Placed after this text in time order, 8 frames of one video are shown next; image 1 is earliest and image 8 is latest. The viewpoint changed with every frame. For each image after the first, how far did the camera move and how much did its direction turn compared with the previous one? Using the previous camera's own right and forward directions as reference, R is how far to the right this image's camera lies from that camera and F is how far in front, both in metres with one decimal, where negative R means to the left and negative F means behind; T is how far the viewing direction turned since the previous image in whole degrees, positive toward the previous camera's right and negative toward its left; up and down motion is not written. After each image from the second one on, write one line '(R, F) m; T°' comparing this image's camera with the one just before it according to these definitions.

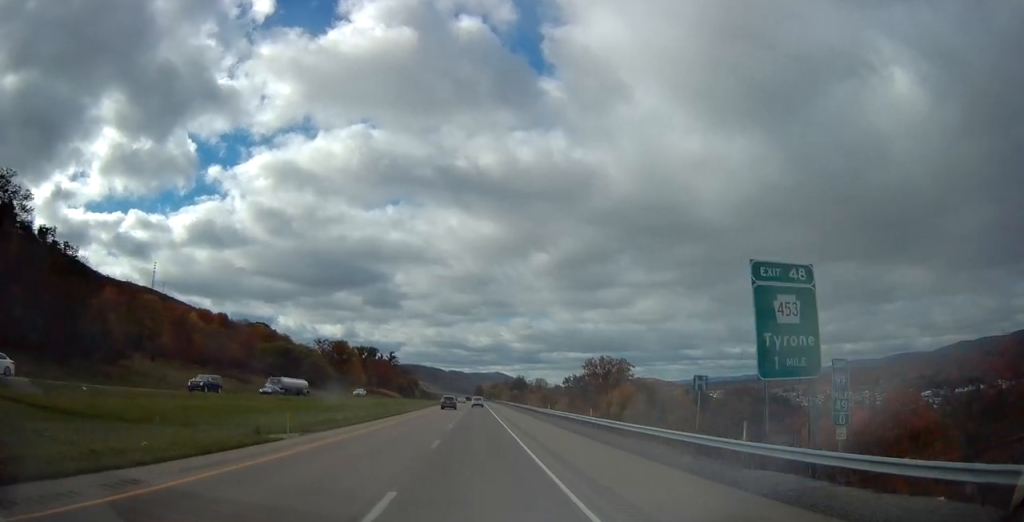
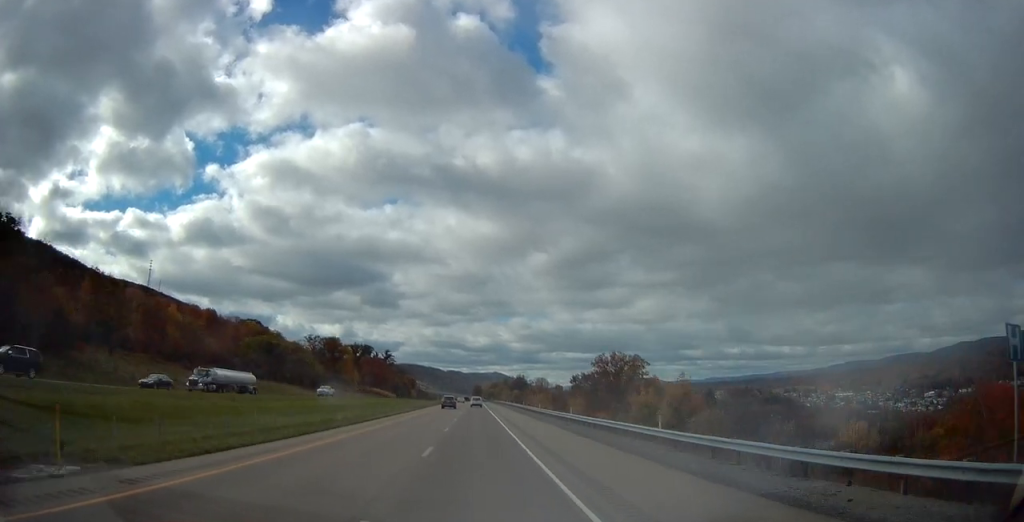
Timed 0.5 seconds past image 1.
(0.0, +14.9) m; 0°
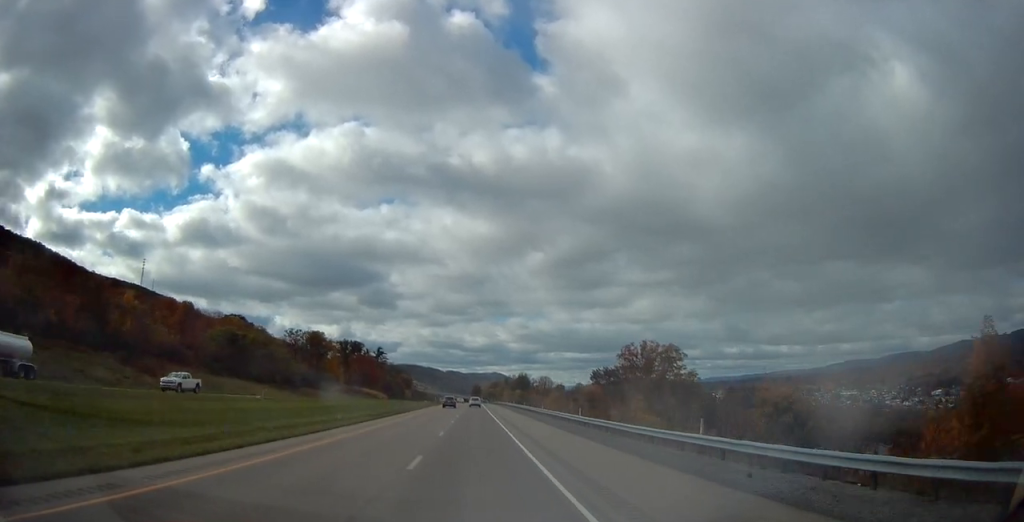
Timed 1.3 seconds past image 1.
(+0.1, +27.7) m; 0°
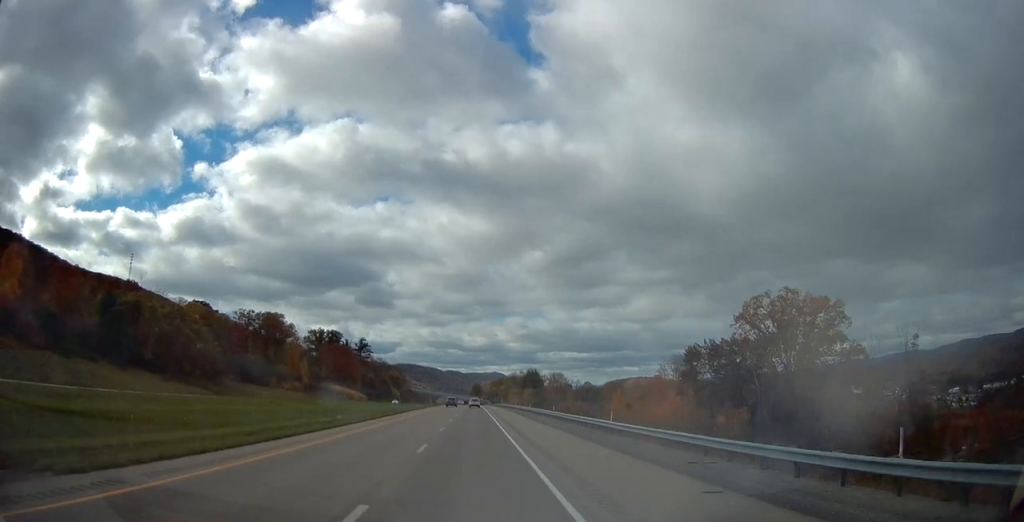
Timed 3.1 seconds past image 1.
(+0.1, +56.5) m; 0°
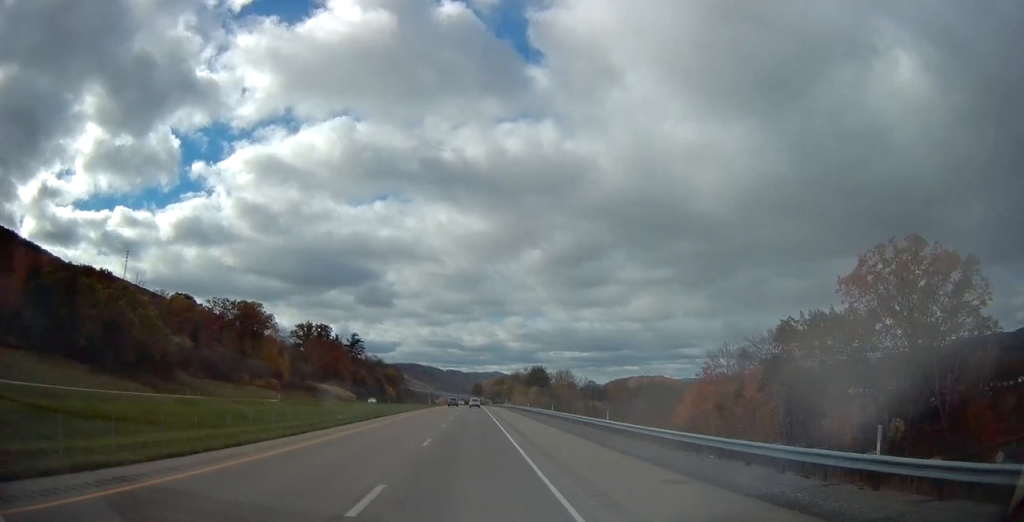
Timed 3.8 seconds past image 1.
(+0.1, +22.3) m; 0°
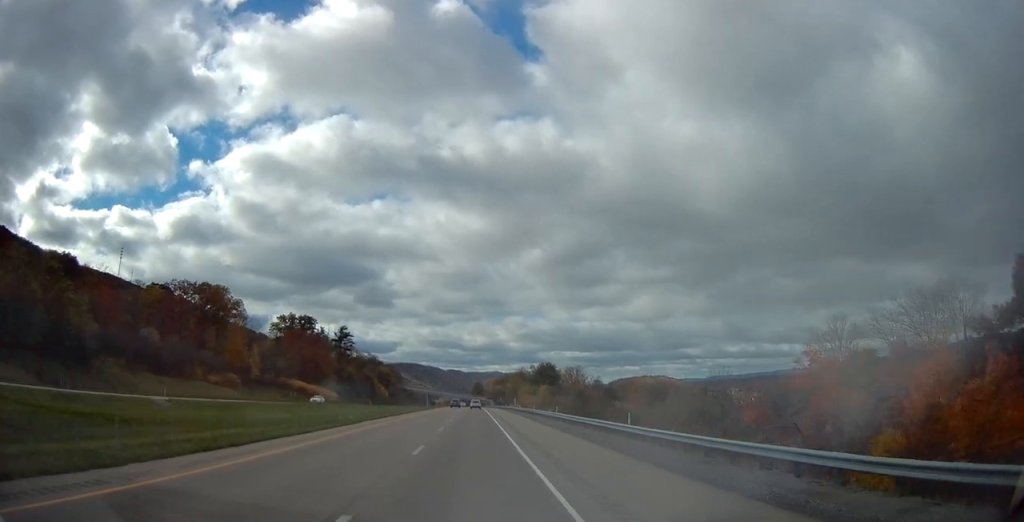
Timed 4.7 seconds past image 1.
(-0.2, +27.5) m; 0°
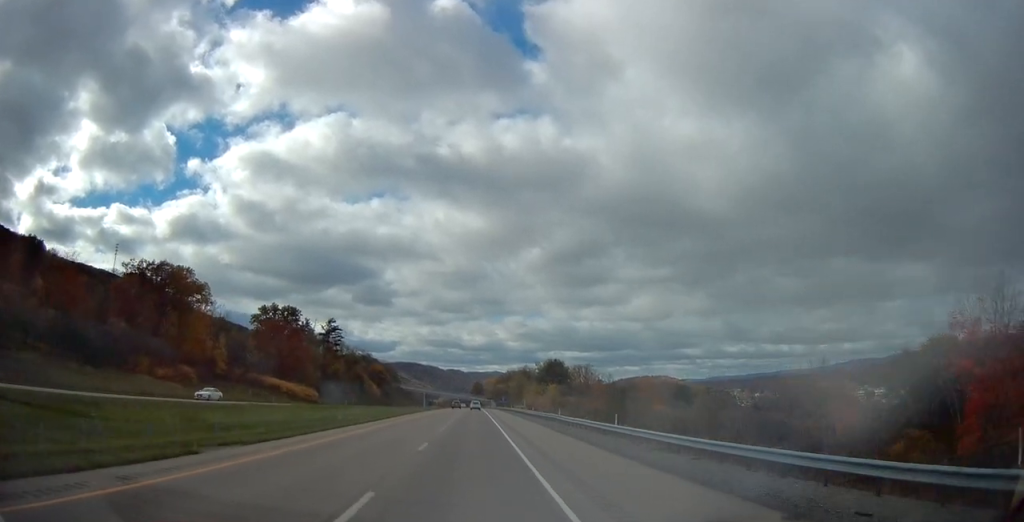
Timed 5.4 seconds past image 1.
(-0.1, +22.2) m; 0°
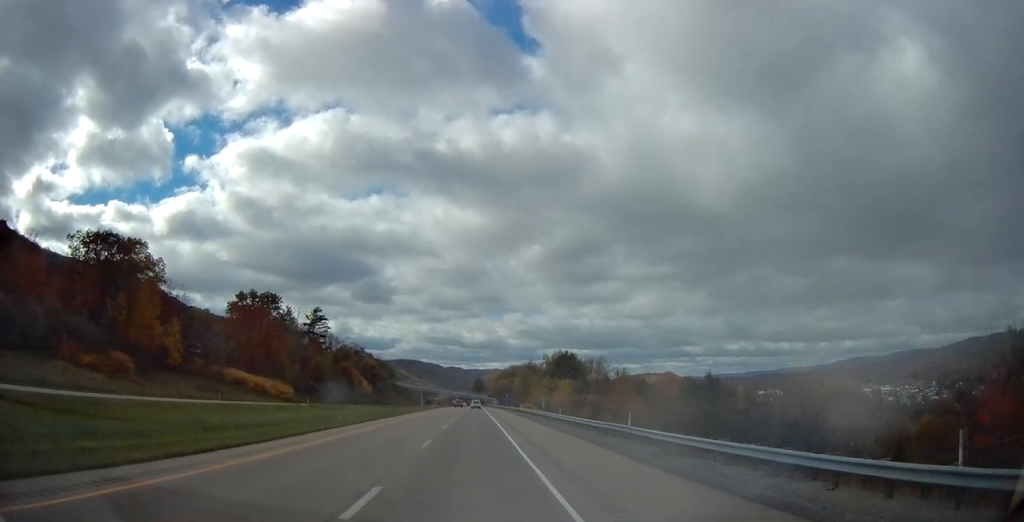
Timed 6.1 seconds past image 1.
(0.0, +23.2) m; 0°
